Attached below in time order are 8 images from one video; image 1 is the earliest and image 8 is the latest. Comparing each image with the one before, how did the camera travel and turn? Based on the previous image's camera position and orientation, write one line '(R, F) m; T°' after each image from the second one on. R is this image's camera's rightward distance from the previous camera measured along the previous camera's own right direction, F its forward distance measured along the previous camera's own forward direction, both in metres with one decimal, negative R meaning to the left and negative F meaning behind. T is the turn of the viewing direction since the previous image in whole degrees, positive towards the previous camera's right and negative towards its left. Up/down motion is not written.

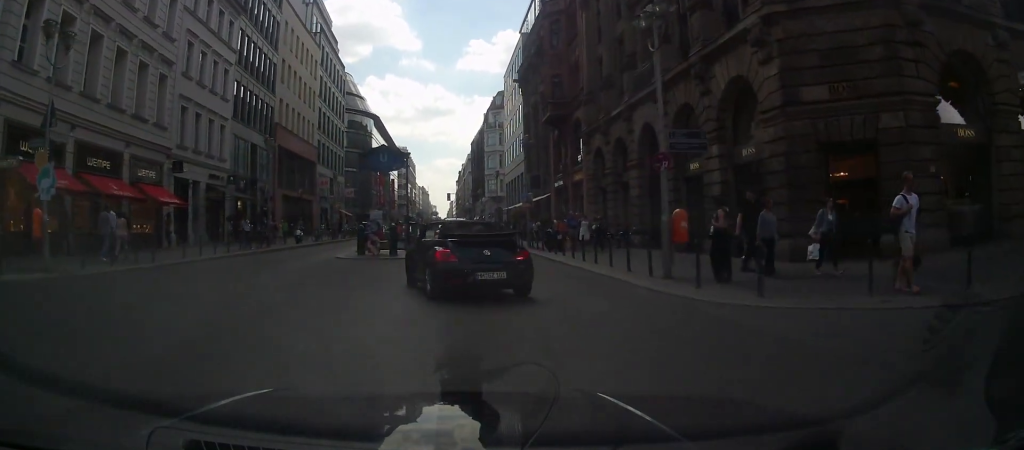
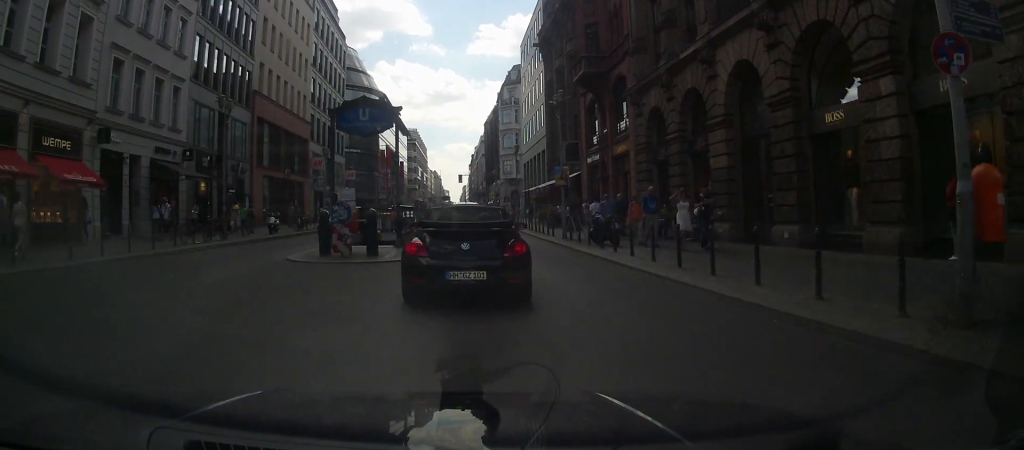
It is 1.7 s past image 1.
(+0.1, +7.9) m; -3°
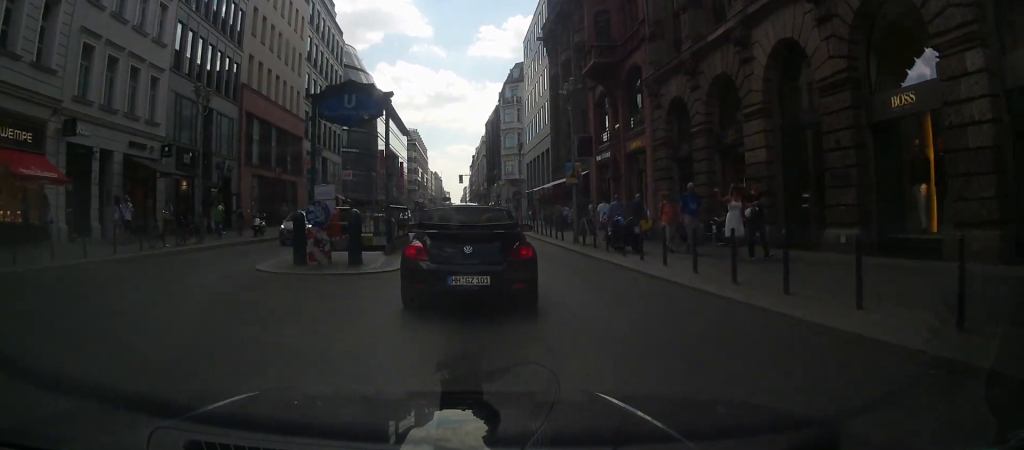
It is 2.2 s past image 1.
(-0.1, +2.4) m; 0°
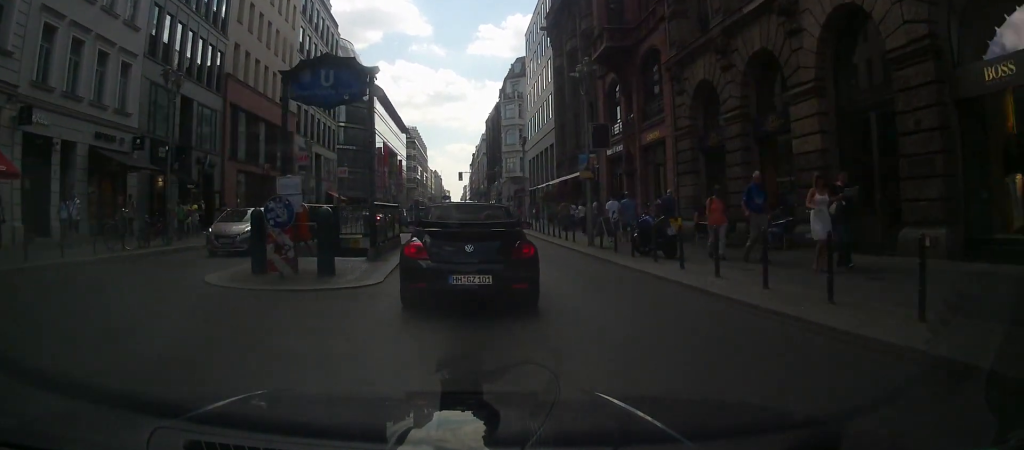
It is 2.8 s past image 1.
(-0.1, +2.5) m; +2°
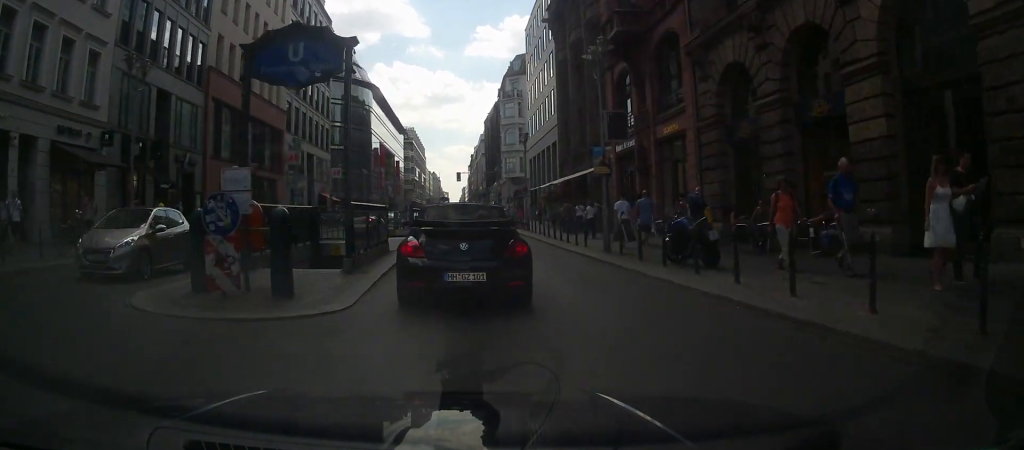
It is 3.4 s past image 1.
(+0.1, +2.3) m; +3°
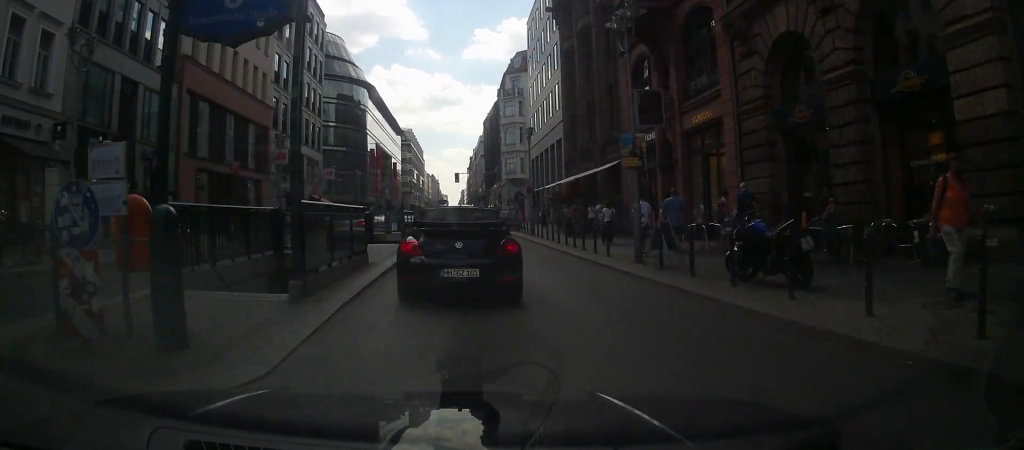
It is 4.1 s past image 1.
(+0.1, +3.0) m; +3°
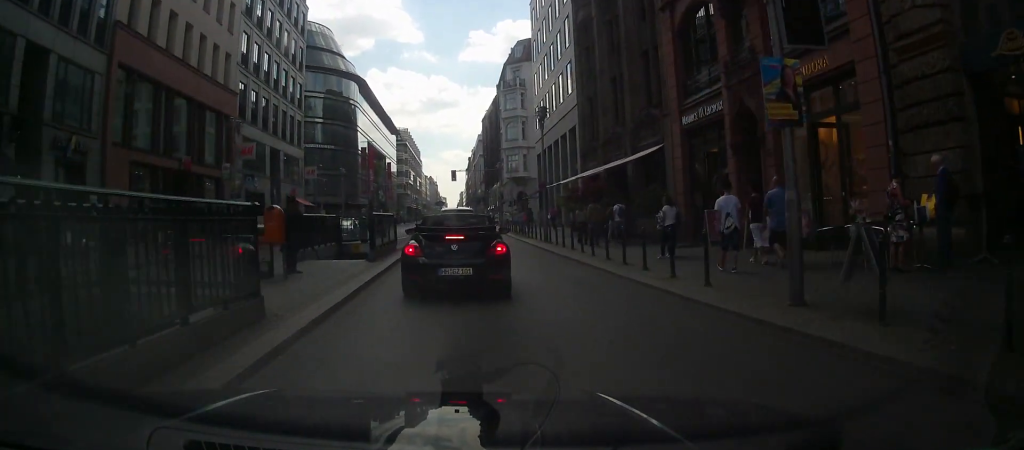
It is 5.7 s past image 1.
(+0.1, +5.2) m; +5°
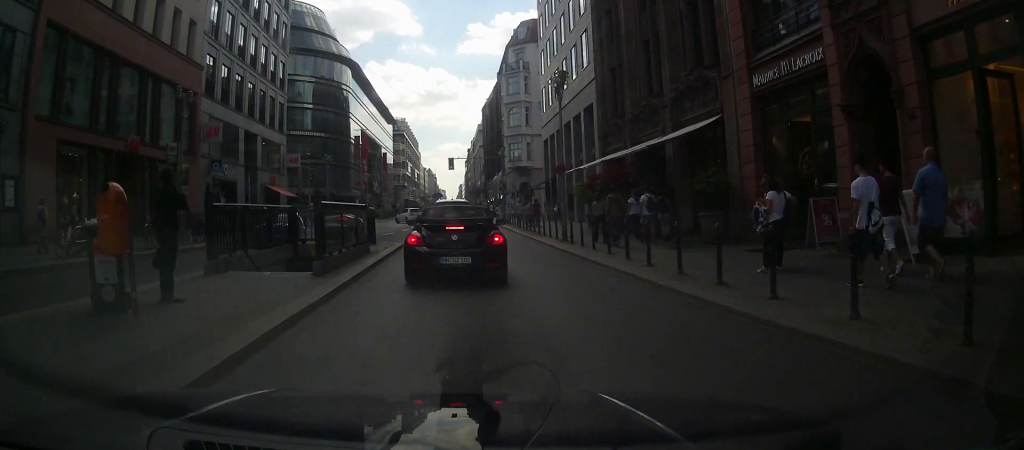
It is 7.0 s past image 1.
(+0.2, +3.1) m; +3°
